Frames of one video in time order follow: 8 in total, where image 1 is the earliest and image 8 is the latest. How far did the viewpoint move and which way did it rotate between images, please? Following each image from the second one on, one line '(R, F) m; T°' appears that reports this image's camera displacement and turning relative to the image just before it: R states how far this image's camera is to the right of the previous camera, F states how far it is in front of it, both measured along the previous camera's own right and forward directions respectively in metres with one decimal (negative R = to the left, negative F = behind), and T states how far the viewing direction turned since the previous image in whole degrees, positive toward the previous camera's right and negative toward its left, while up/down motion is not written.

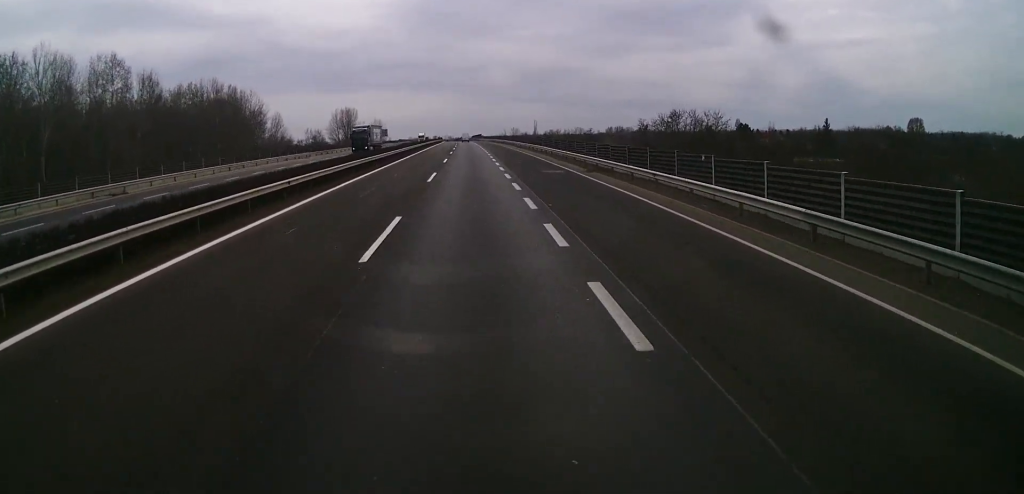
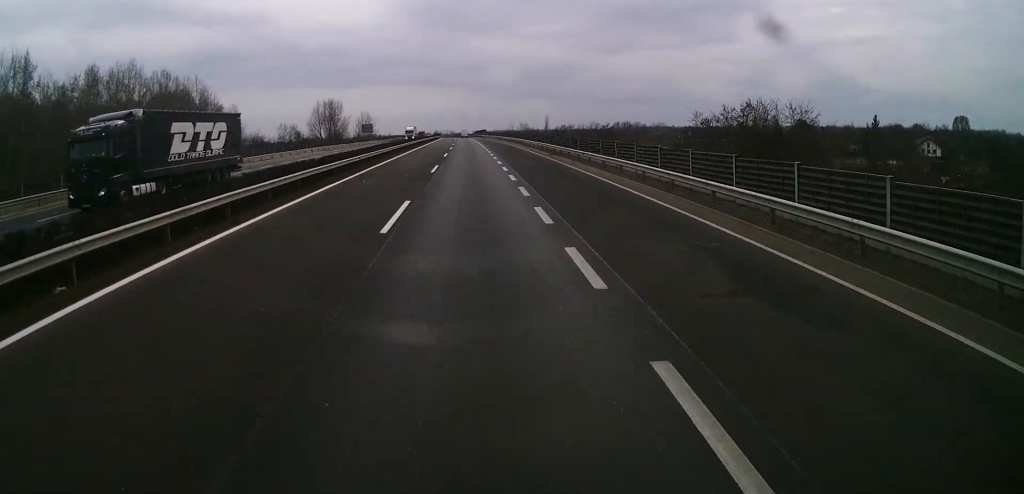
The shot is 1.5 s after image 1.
(-0.2, +33.3) m; -1°
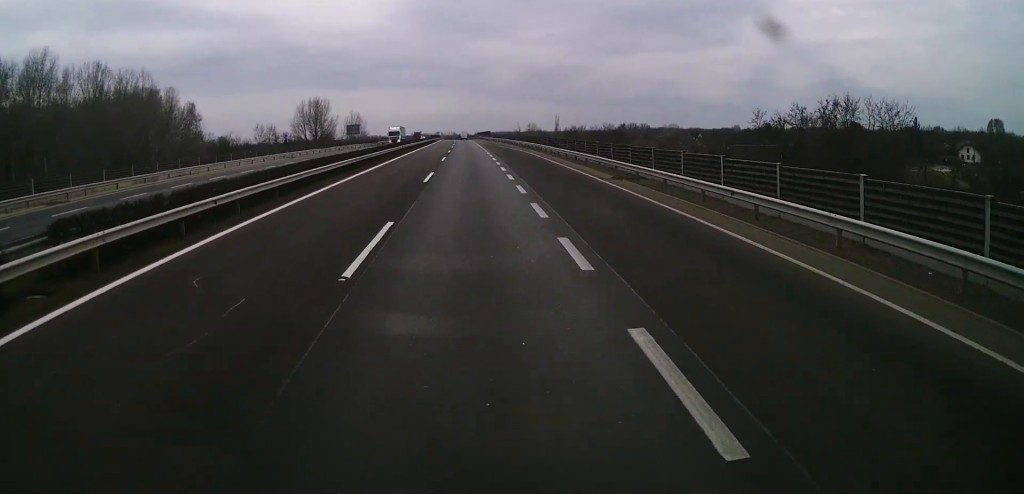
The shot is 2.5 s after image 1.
(-0.2, +22.9) m; 0°
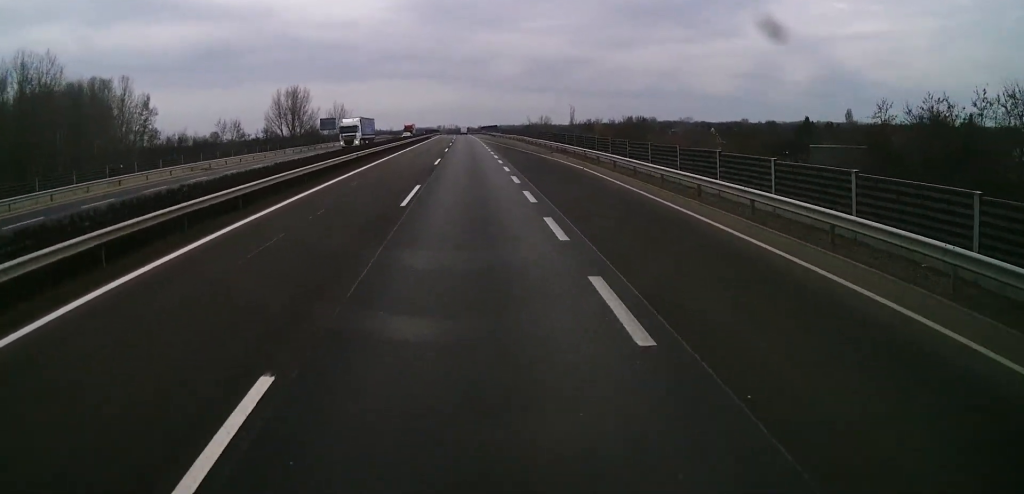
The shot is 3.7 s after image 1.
(+0.3, +27.5) m; 0°
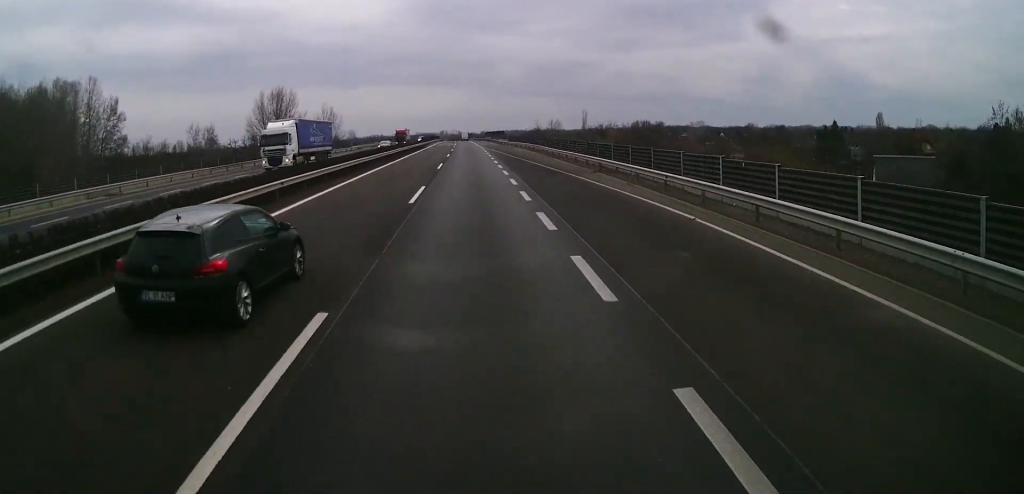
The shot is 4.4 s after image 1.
(0.0, +16.1) m; -1°
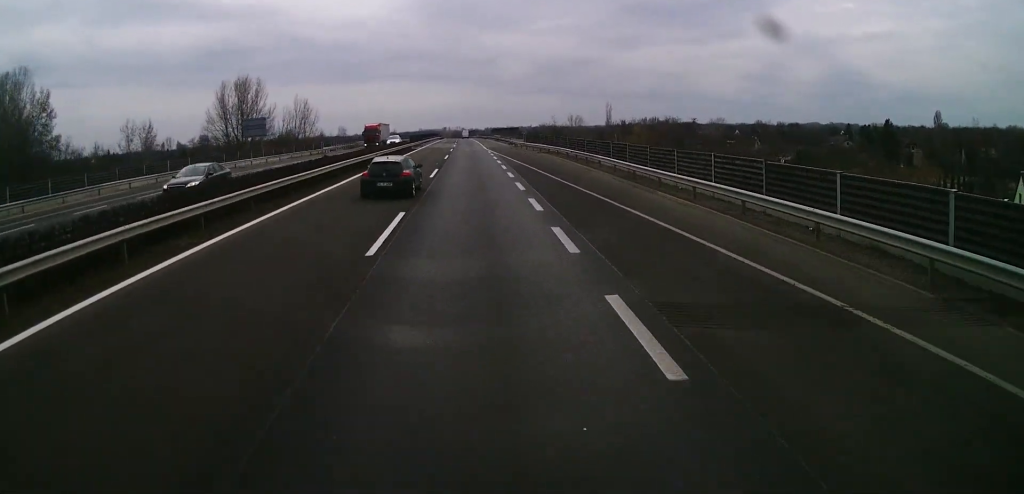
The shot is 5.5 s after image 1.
(-0.2, +26.9) m; 0°
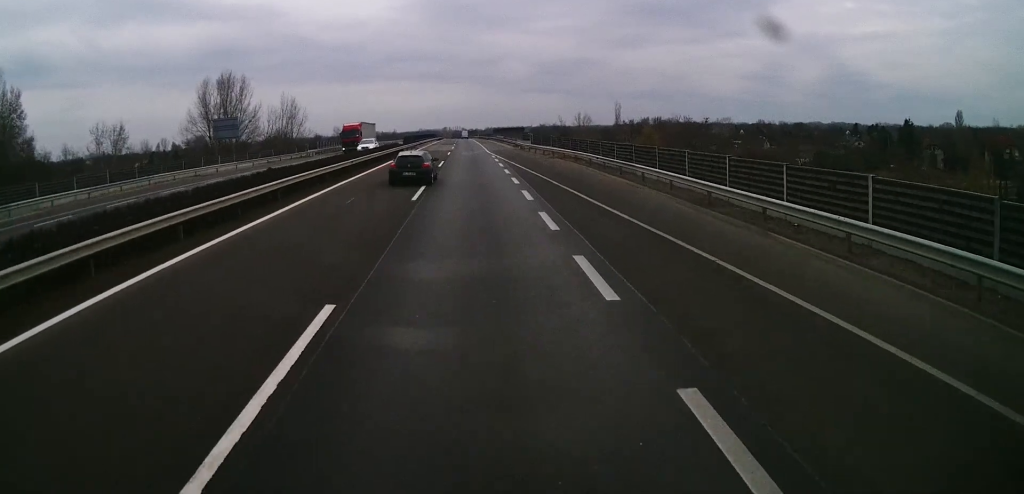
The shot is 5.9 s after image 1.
(+0.1, +9.3) m; 0°
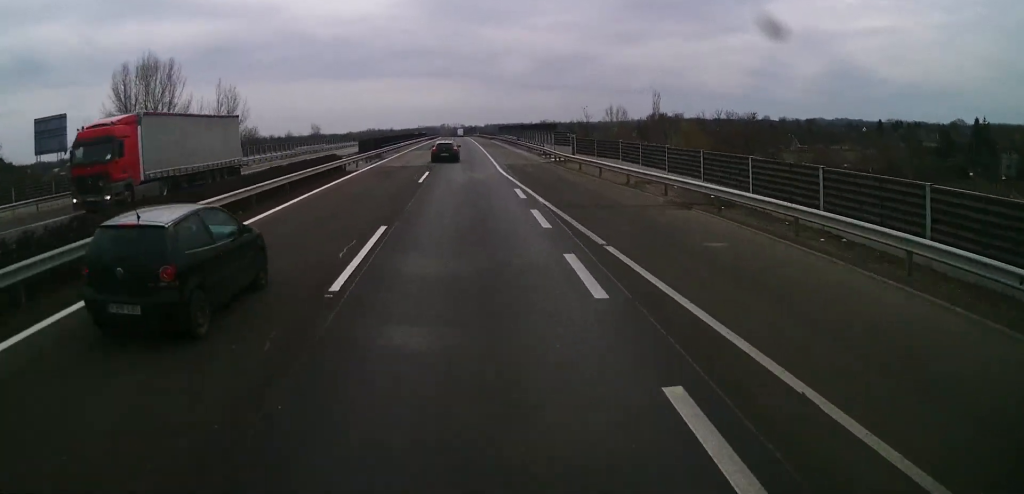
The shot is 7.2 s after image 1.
(-0.3, +30.3) m; -1°
